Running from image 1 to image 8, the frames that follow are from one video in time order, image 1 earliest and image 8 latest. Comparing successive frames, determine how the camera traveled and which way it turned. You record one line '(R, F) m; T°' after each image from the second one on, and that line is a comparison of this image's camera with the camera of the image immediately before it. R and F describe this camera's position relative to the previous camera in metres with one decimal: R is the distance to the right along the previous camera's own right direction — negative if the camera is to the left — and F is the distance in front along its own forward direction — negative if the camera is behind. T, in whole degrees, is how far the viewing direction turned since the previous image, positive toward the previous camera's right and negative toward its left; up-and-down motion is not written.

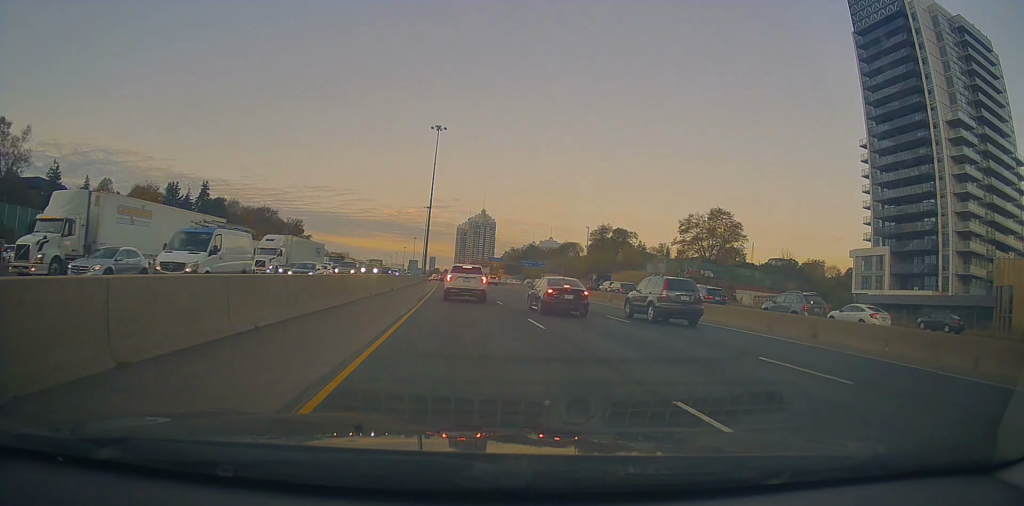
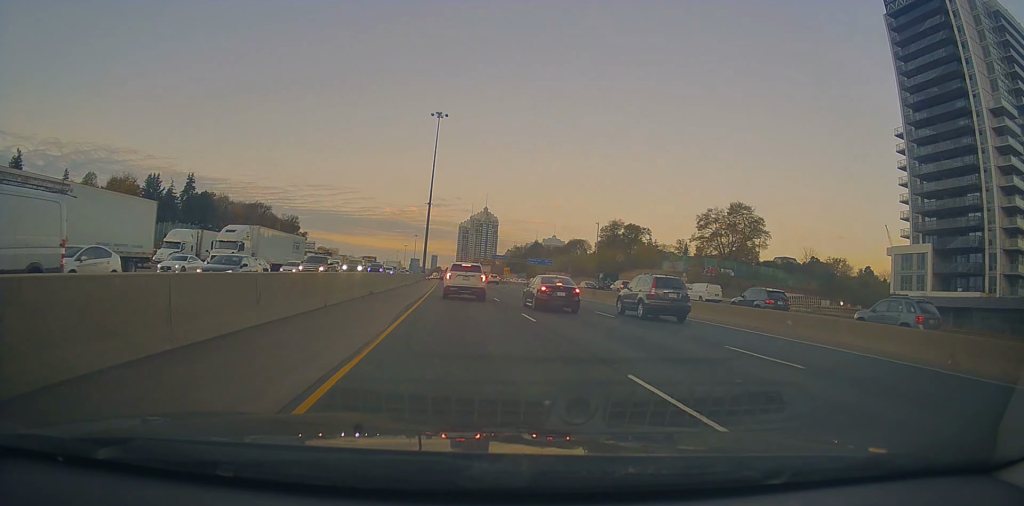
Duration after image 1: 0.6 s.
(0.0, +10.3) m; 0°
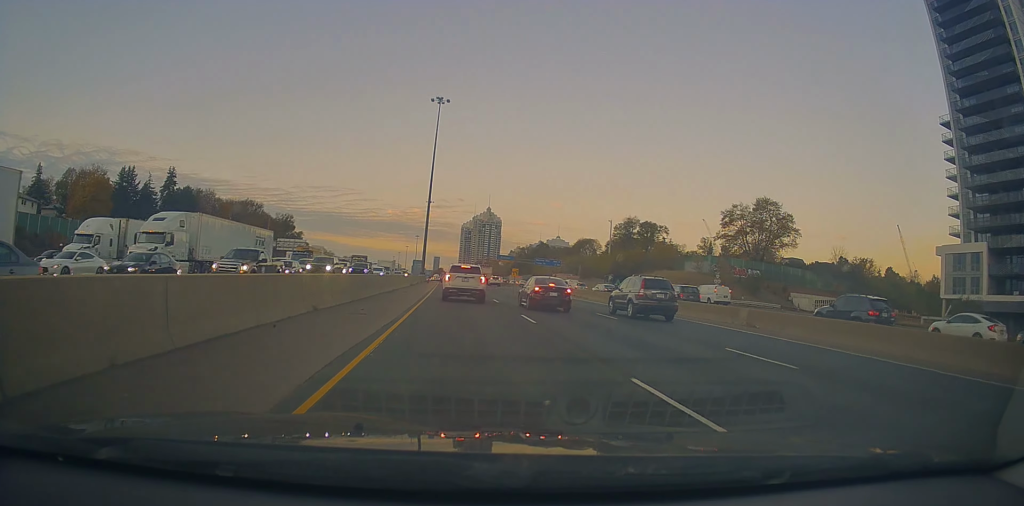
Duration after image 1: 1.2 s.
(+0.1, +11.7) m; -1°
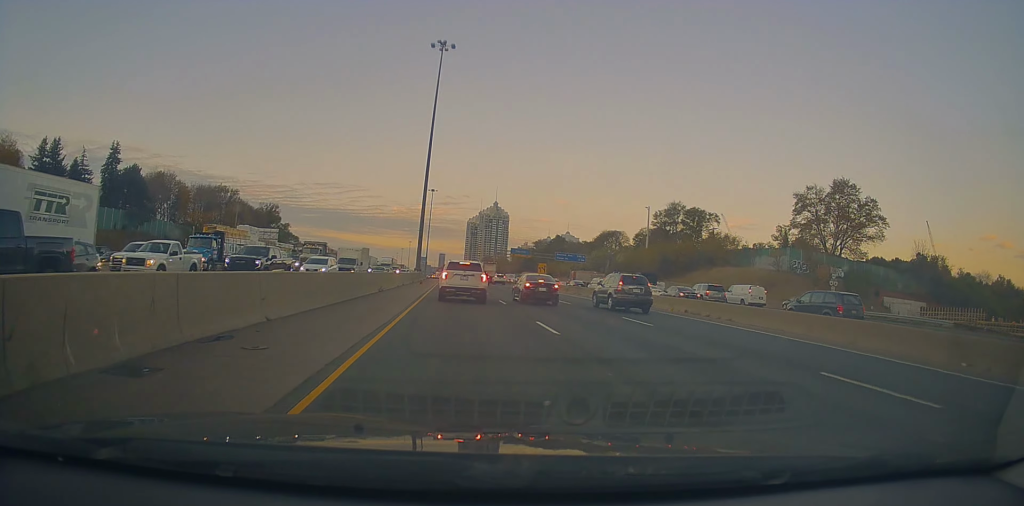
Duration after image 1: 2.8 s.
(-0.6, +26.9) m; -1°
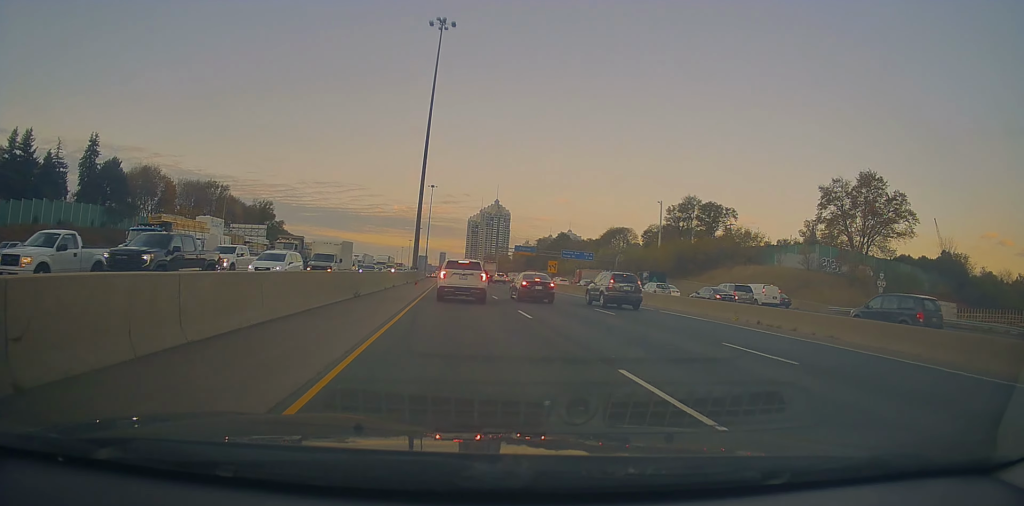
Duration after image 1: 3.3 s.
(+0.1, +7.9) m; +1°
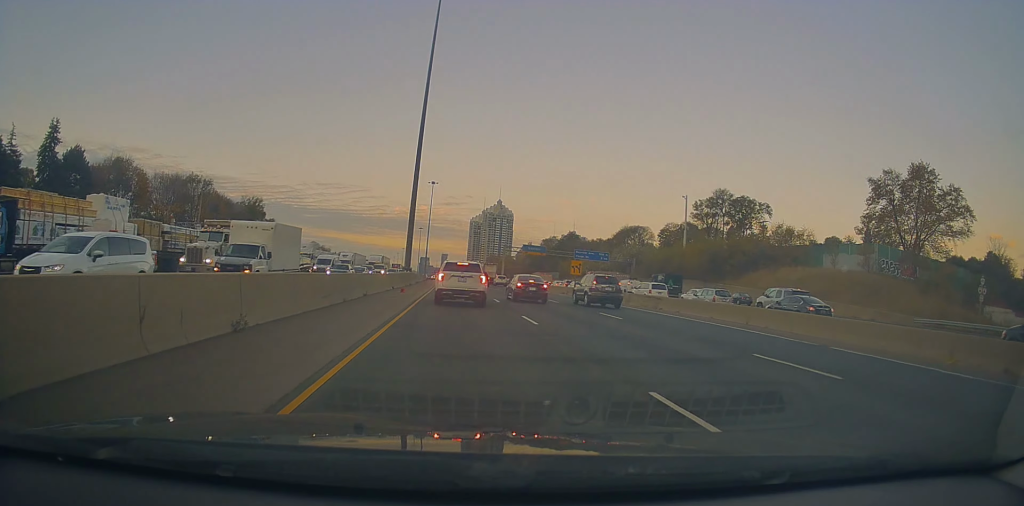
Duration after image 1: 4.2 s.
(0.0, +13.2) m; 0°
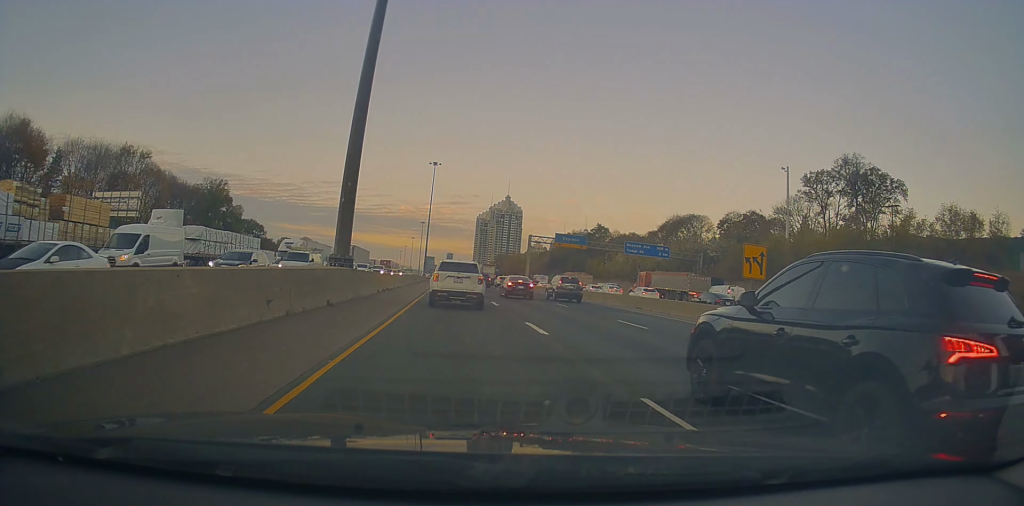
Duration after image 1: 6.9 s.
(-0.1, +35.2) m; +1°
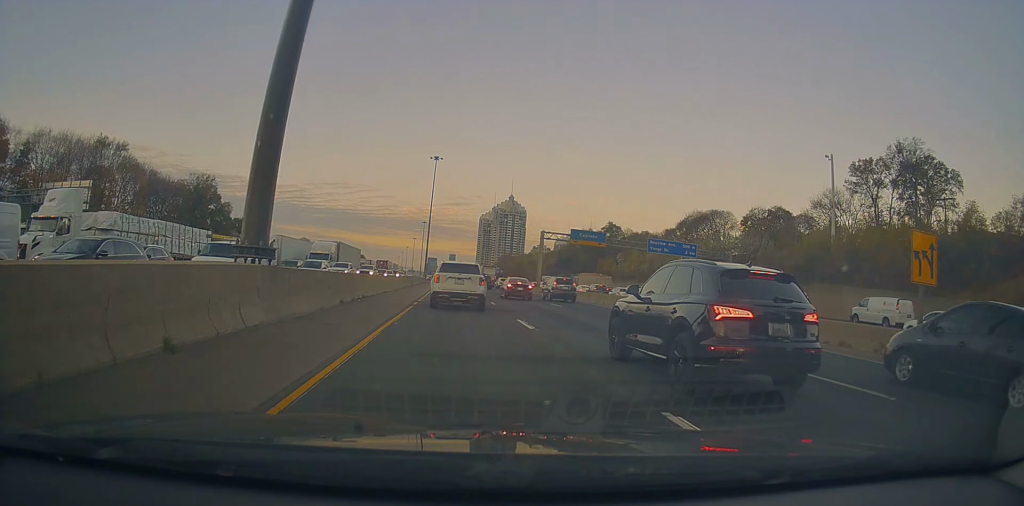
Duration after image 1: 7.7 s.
(+0.1, +10.3) m; -1°
